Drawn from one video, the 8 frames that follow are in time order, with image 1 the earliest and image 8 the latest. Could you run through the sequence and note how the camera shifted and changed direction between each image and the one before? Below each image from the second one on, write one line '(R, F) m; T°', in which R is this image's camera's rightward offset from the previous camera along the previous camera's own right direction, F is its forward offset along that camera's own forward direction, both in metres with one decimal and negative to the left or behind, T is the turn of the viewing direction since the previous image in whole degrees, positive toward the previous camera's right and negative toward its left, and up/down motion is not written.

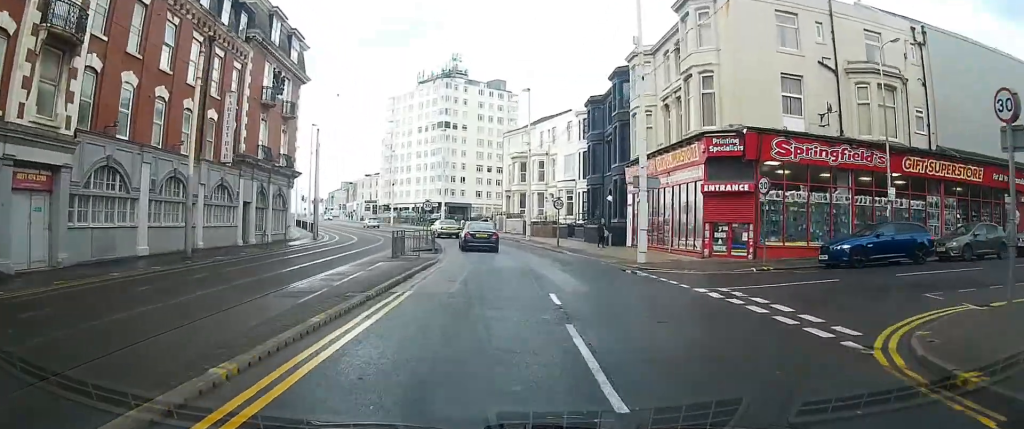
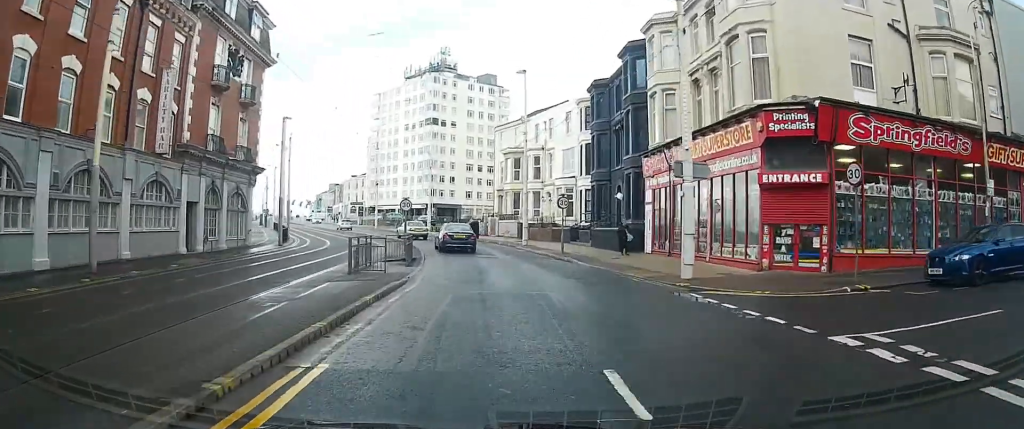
(0.0, +6.3) m; 0°
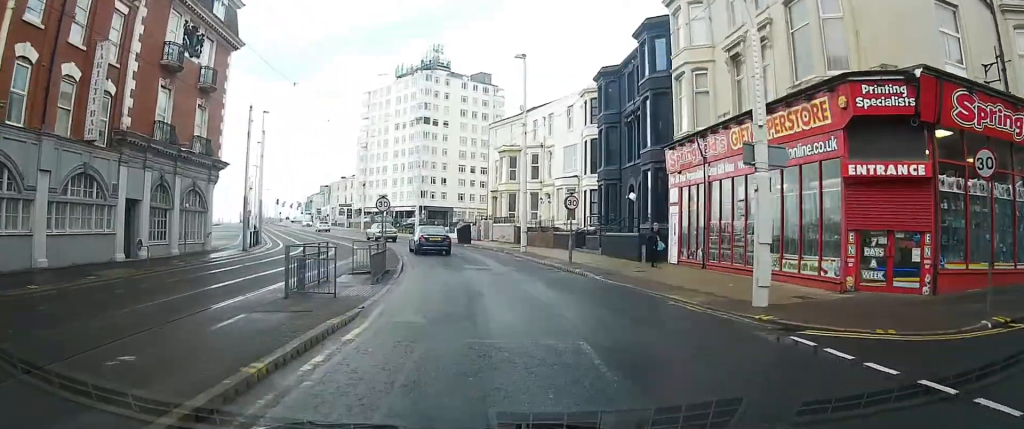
(0.0, +5.2) m; 0°
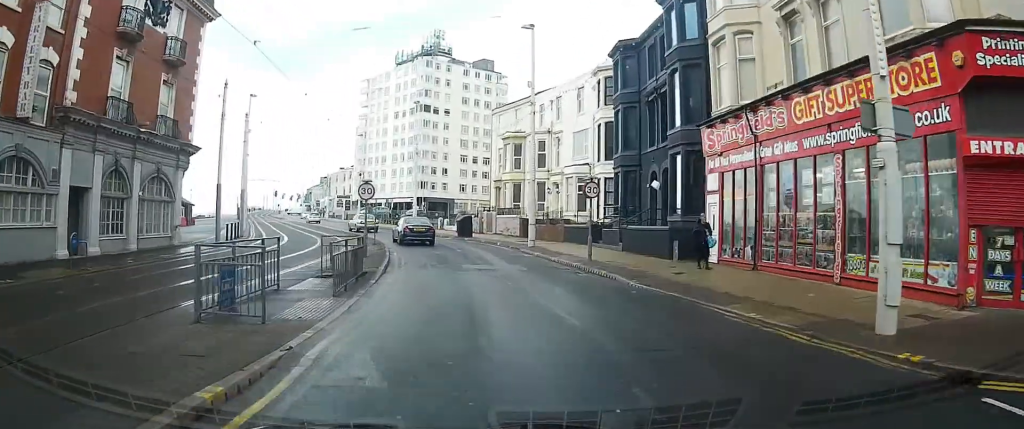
(+0.1, +4.2) m; 0°
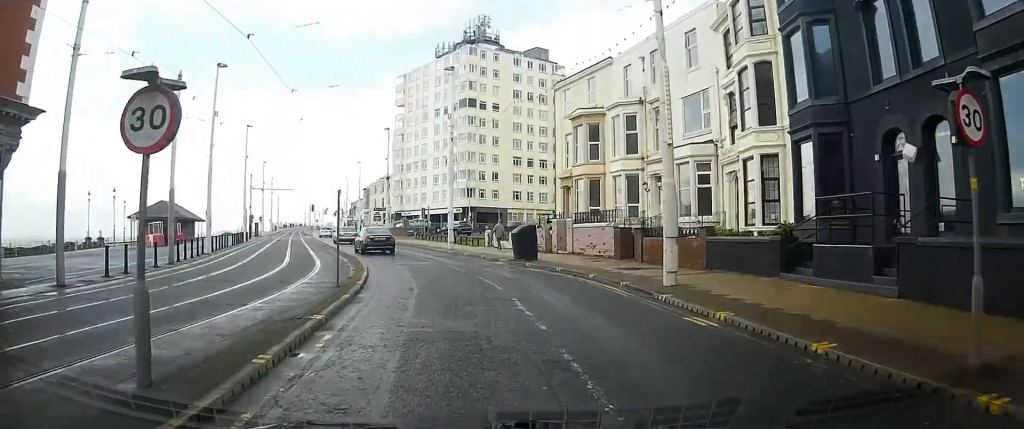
(-0.4, +16.2) m; -4°
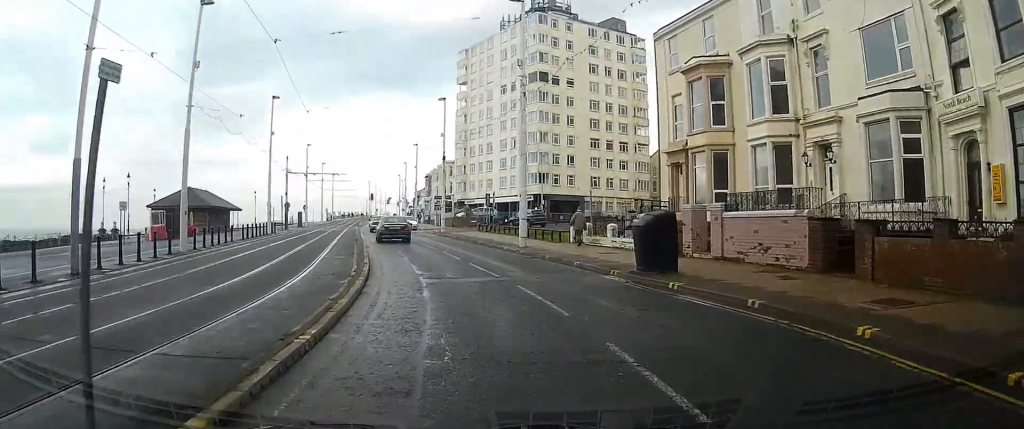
(-0.6, +10.9) m; -6°
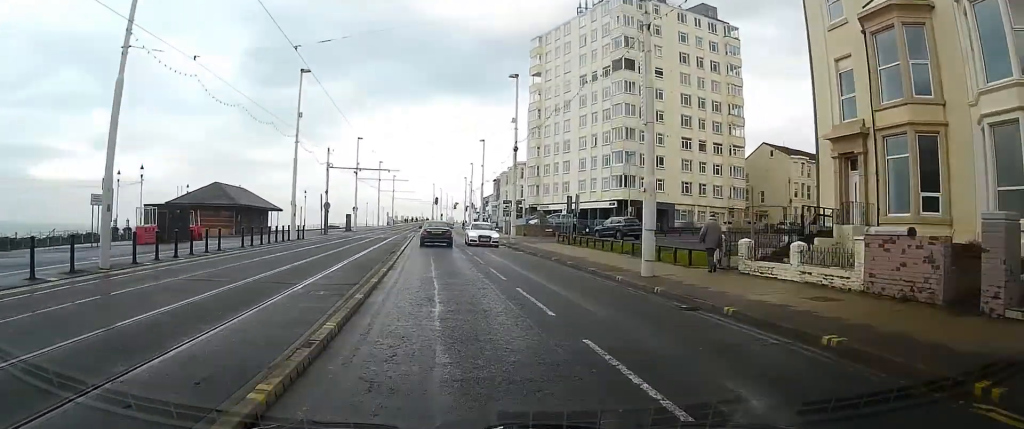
(-0.5, +10.4) m; -6°
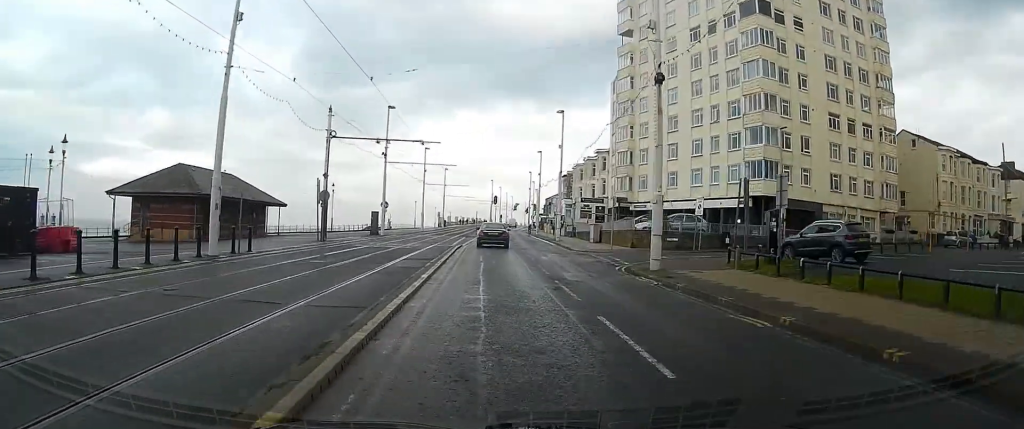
(-1.5, +20.9) m; -5°
